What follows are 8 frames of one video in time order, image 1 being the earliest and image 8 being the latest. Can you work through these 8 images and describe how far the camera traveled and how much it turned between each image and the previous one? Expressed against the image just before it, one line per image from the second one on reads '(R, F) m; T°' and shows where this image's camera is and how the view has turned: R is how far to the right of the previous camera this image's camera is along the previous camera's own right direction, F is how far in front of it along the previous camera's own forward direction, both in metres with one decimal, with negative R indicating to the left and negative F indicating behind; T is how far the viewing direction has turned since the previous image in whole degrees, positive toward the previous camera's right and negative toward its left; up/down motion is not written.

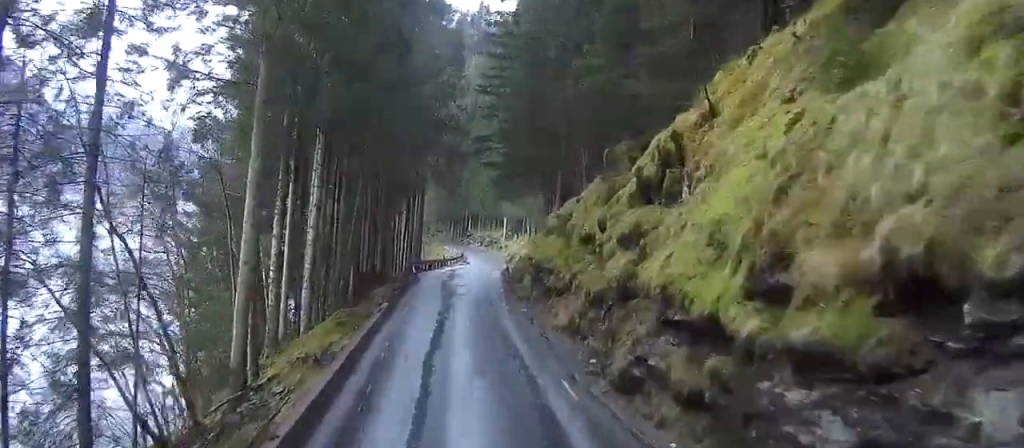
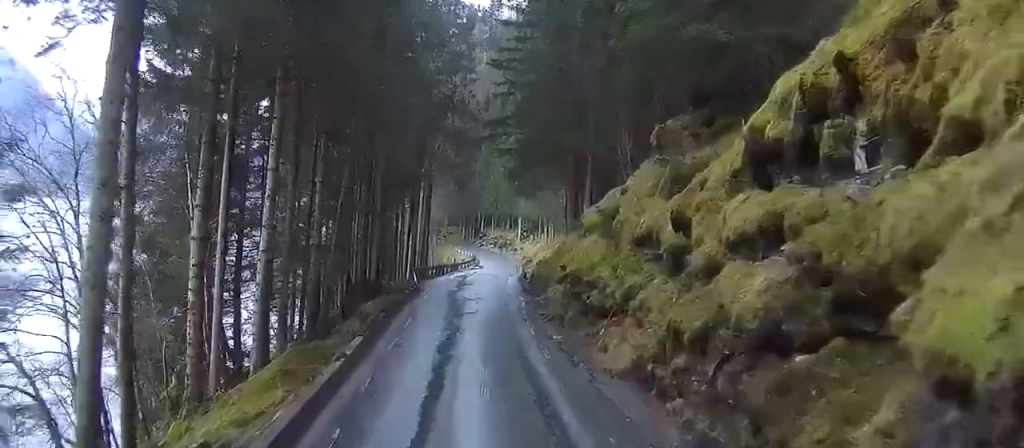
(-0.1, +10.6) m; -2°
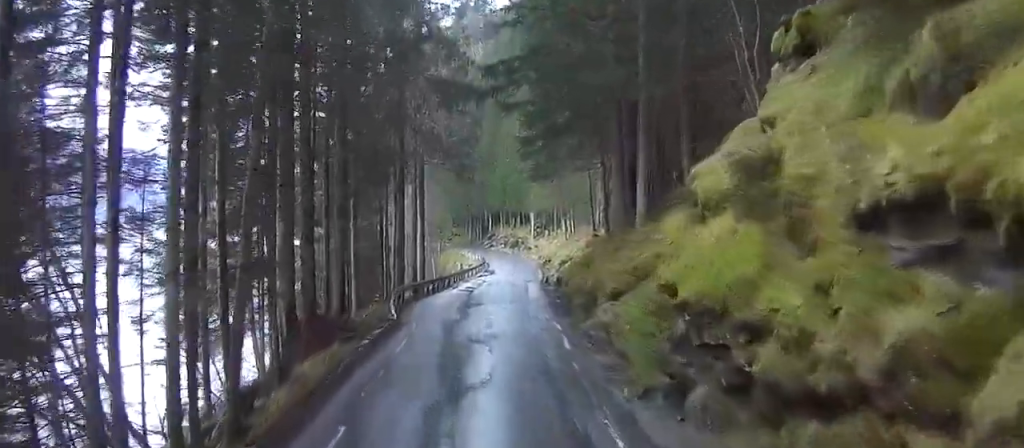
(-0.5, +17.5) m; -2°
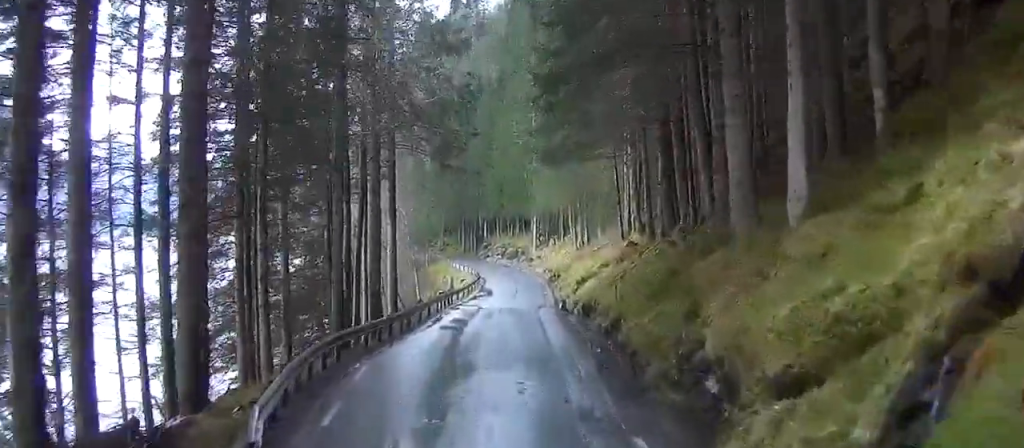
(-0.2, +18.9) m; -2°
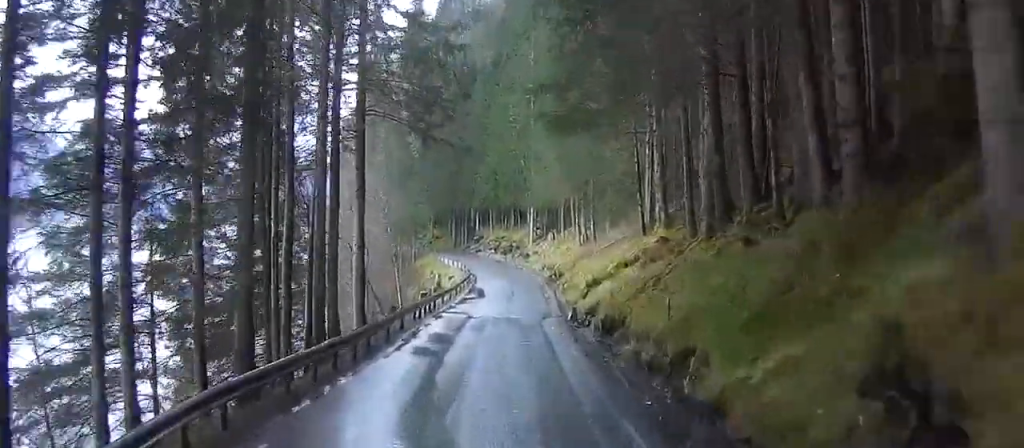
(-0.3, +10.5) m; 0°
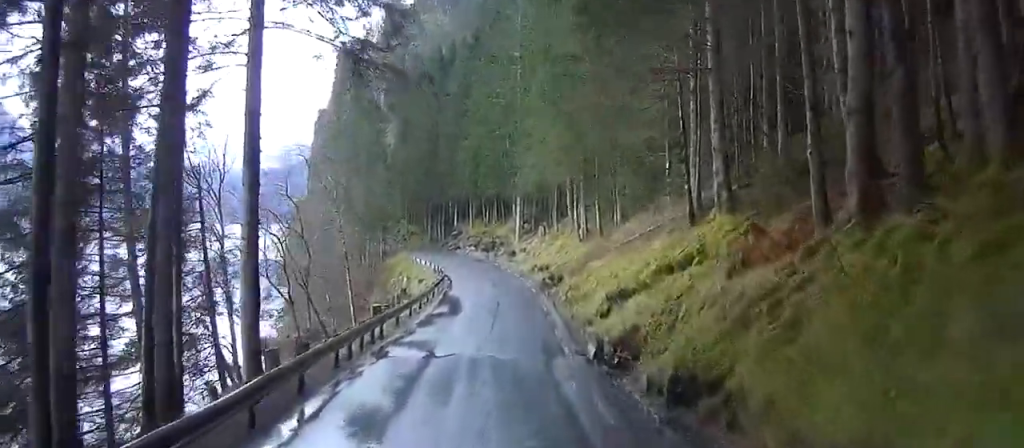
(+0.2, +15.5) m; +2°
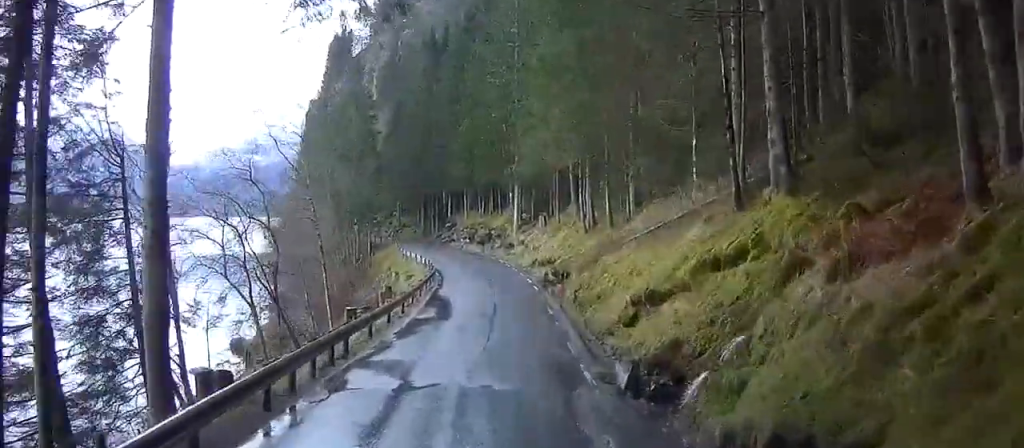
(0.0, +6.7) m; +1°
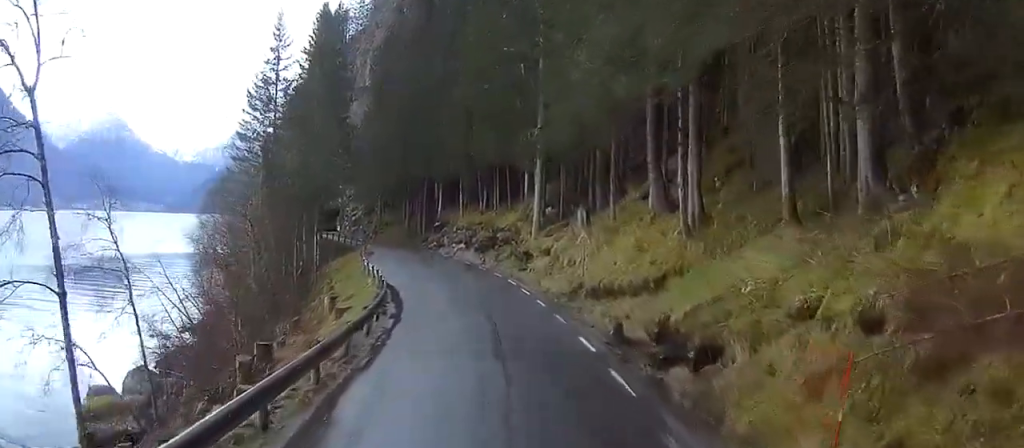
(+0.3, +29.0) m; +1°
